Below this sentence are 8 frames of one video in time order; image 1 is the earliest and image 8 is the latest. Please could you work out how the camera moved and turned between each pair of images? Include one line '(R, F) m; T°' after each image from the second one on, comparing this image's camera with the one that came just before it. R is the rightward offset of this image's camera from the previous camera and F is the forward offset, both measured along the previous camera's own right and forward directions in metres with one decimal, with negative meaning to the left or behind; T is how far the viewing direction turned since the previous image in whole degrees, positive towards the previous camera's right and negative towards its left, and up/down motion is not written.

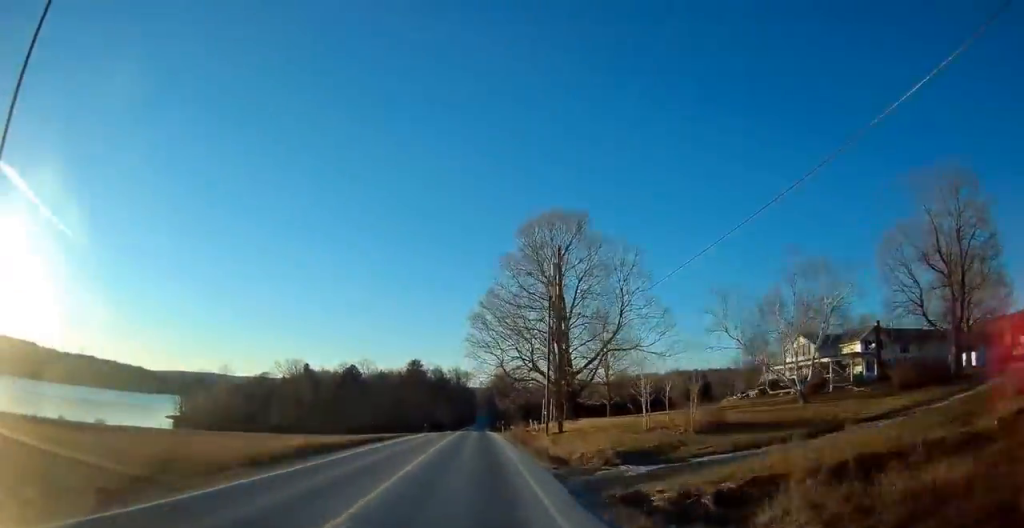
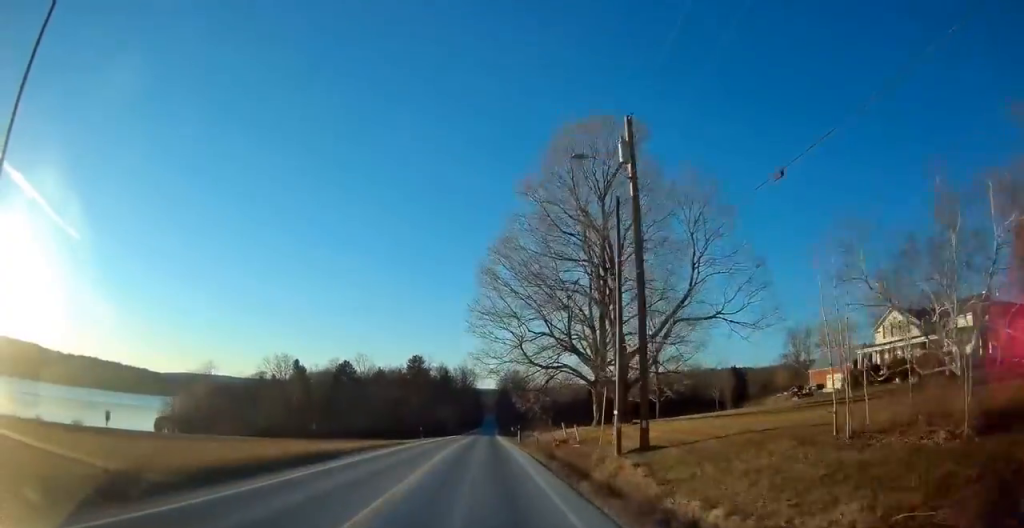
(0.0, +17.4) m; 0°
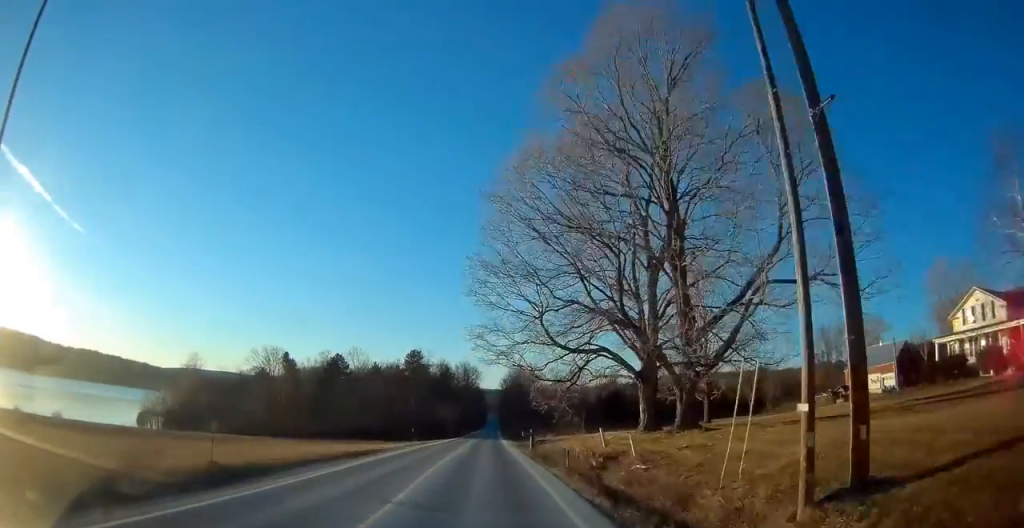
(-0.1, +11.7) m; -1°
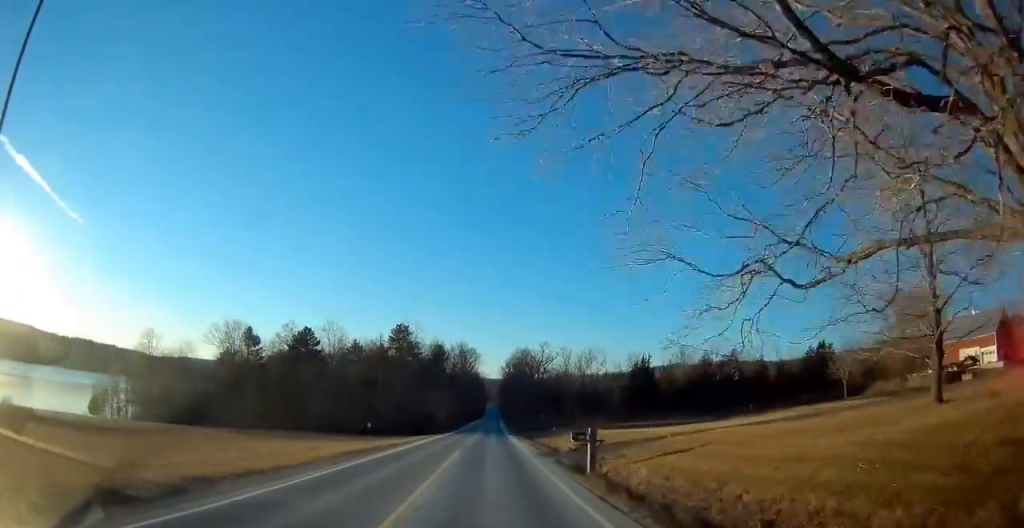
(-0.4, +24.8) m; -1°
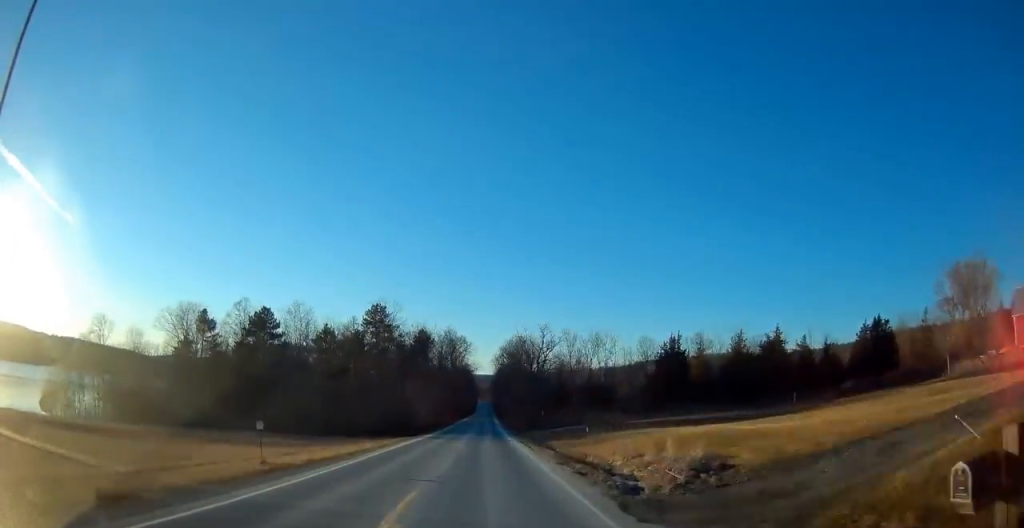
(+0.1, +18.4) m; 0°
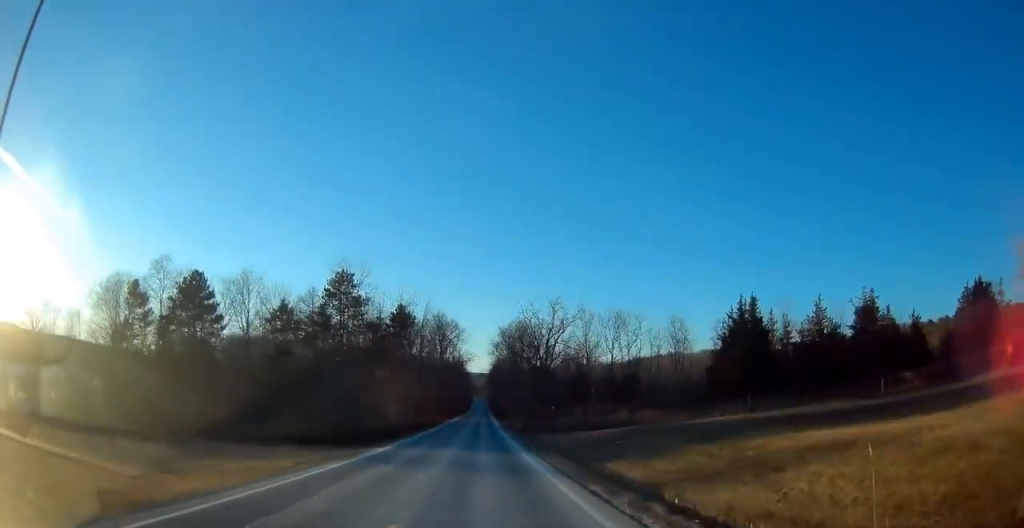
(0.0, +23.2) m; +1°
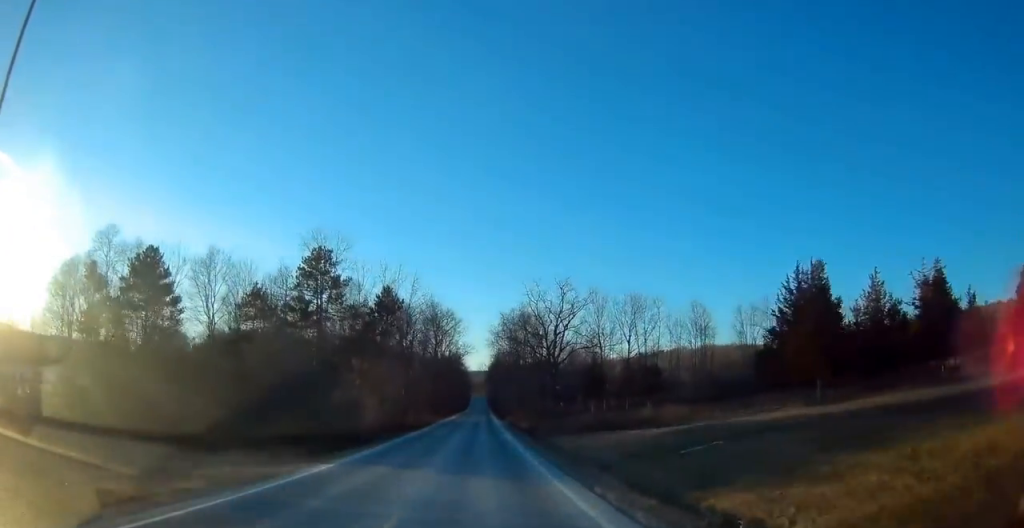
(-0.1, +11.4) m; 0°
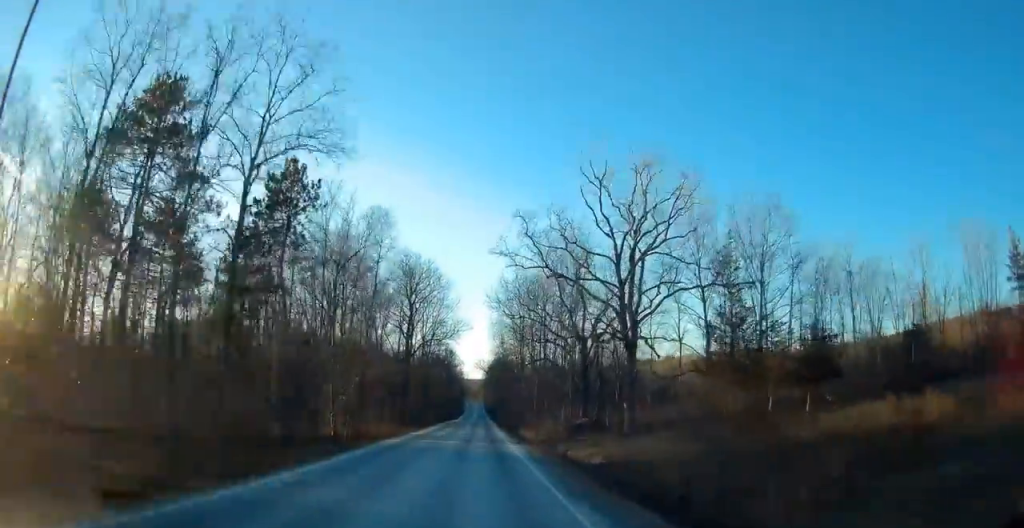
(+0.5, +41.1) m; +1°
